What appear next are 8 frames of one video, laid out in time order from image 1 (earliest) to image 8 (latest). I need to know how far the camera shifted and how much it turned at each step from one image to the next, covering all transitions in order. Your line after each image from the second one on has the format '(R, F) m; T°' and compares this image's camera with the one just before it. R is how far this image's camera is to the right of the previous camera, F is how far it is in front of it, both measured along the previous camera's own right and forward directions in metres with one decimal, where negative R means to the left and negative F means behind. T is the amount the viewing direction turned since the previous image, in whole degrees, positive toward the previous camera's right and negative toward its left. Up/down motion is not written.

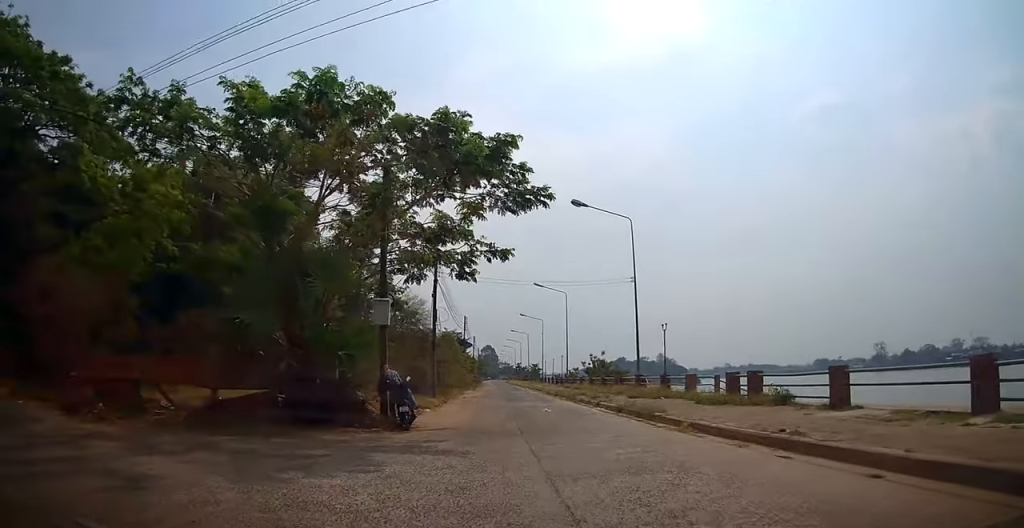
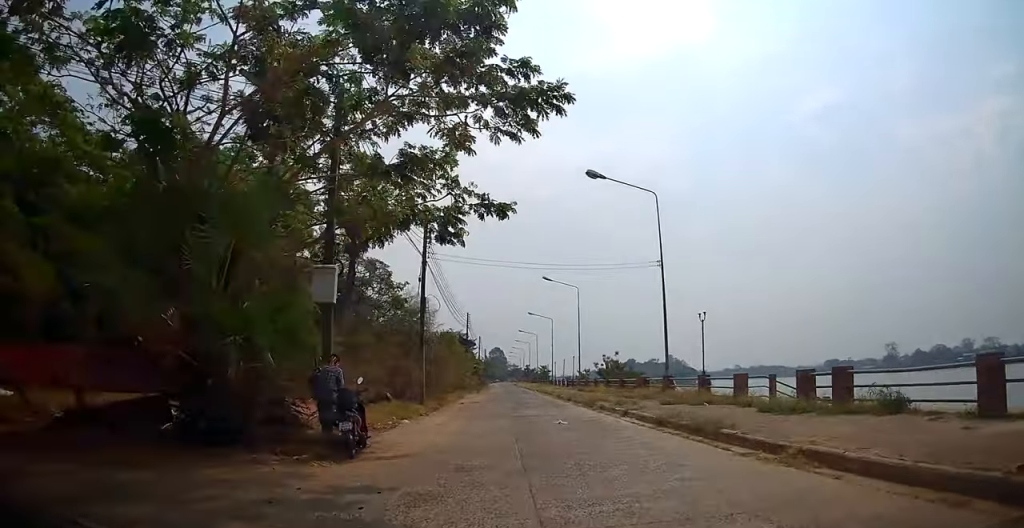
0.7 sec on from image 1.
(+0.2, +4.8) m; +1°
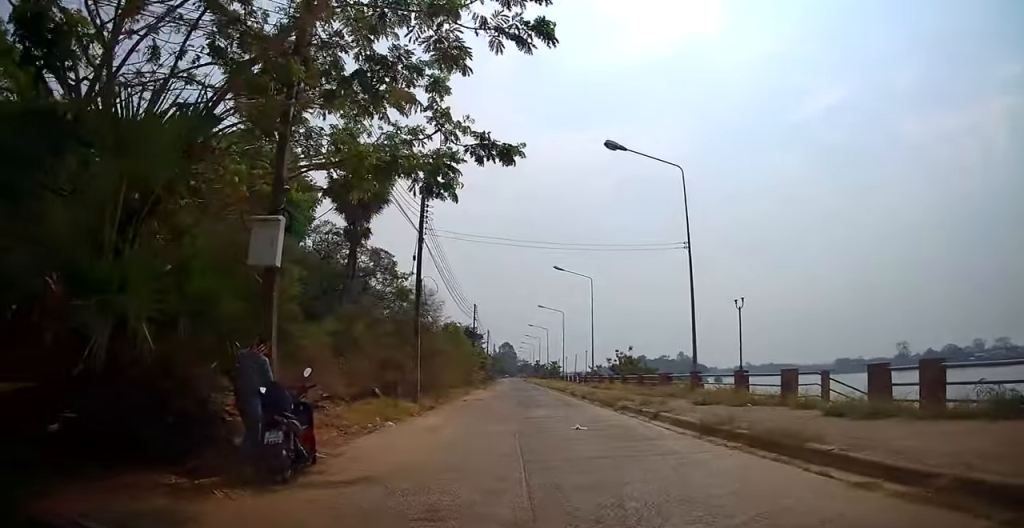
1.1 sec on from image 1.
(0.0, +2.8) m; 0°
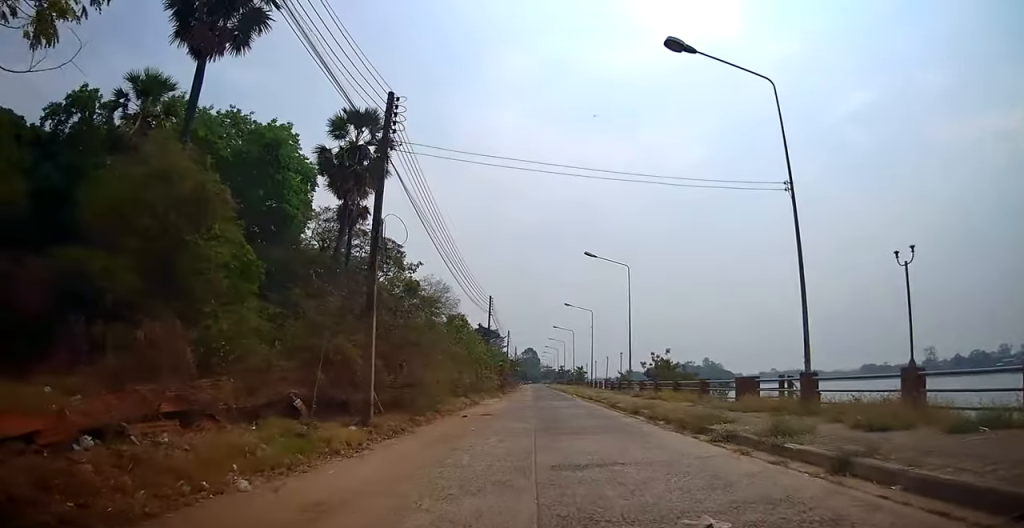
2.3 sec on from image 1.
(0.0, +7.5) m; +1°
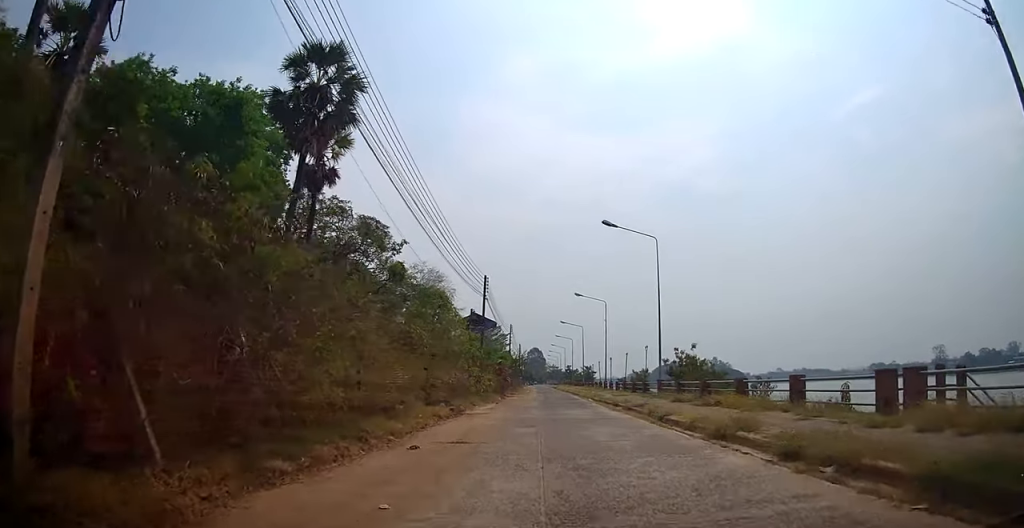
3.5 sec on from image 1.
(+0.1, +7.8) m; 0°
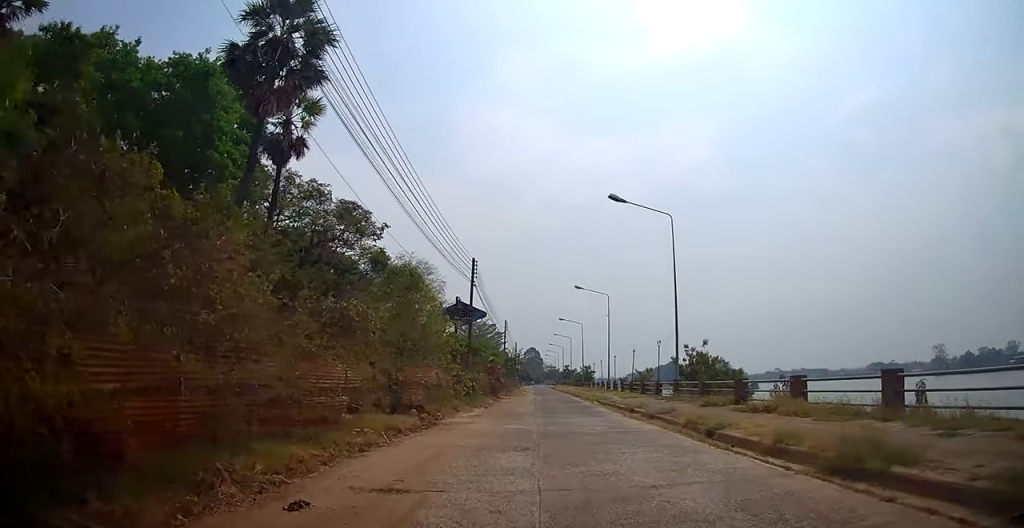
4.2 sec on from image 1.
(-0.1, +4.5) m; 0°
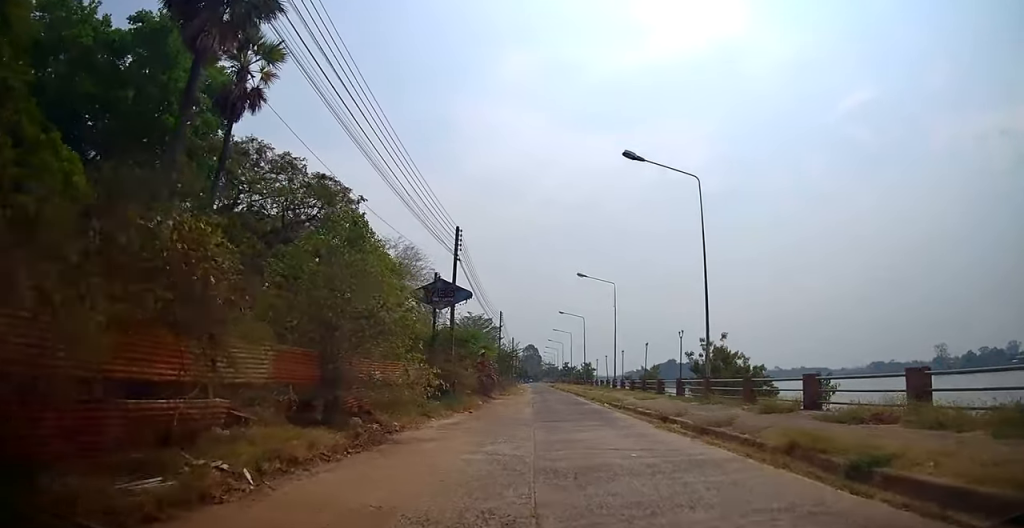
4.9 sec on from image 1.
(-0.1, +5.3) m; 0°
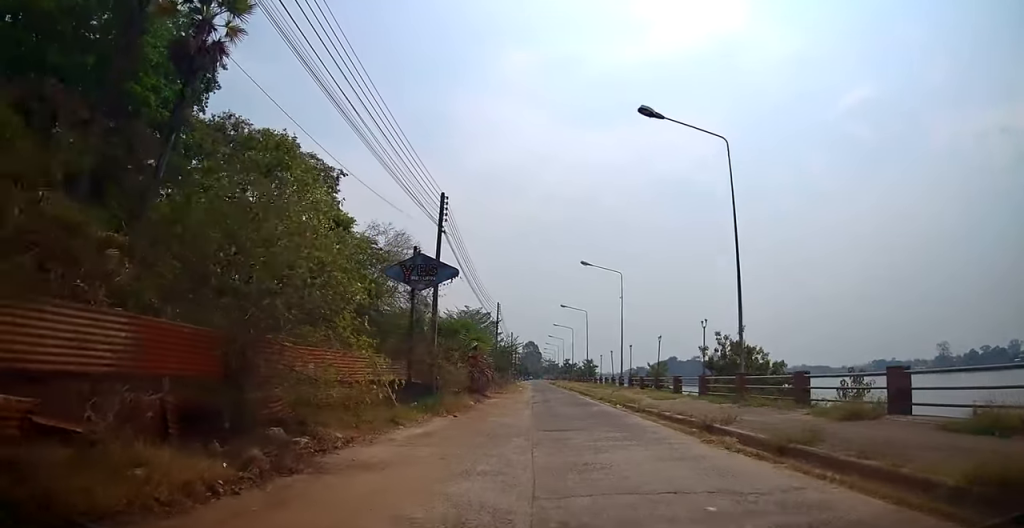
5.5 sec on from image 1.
(+0.1, +3.8) m; 0°
